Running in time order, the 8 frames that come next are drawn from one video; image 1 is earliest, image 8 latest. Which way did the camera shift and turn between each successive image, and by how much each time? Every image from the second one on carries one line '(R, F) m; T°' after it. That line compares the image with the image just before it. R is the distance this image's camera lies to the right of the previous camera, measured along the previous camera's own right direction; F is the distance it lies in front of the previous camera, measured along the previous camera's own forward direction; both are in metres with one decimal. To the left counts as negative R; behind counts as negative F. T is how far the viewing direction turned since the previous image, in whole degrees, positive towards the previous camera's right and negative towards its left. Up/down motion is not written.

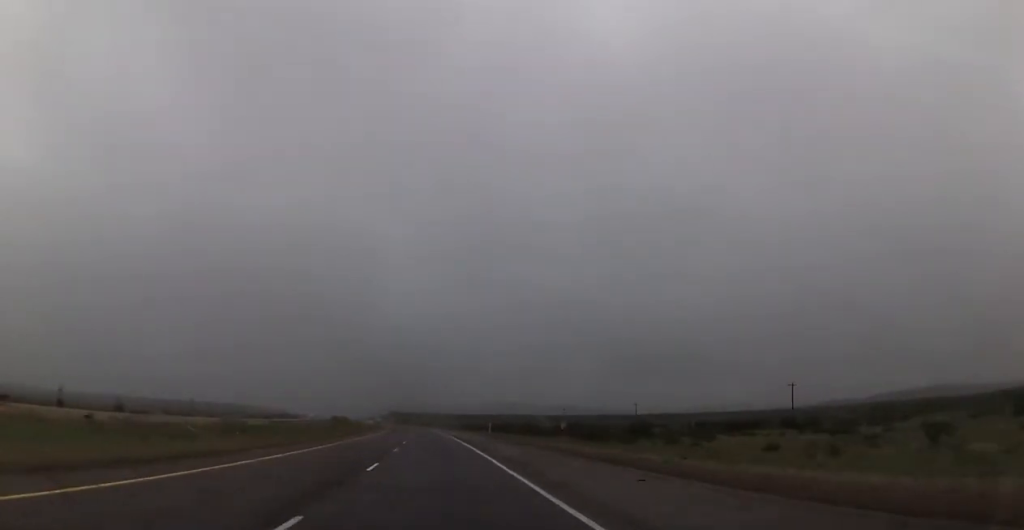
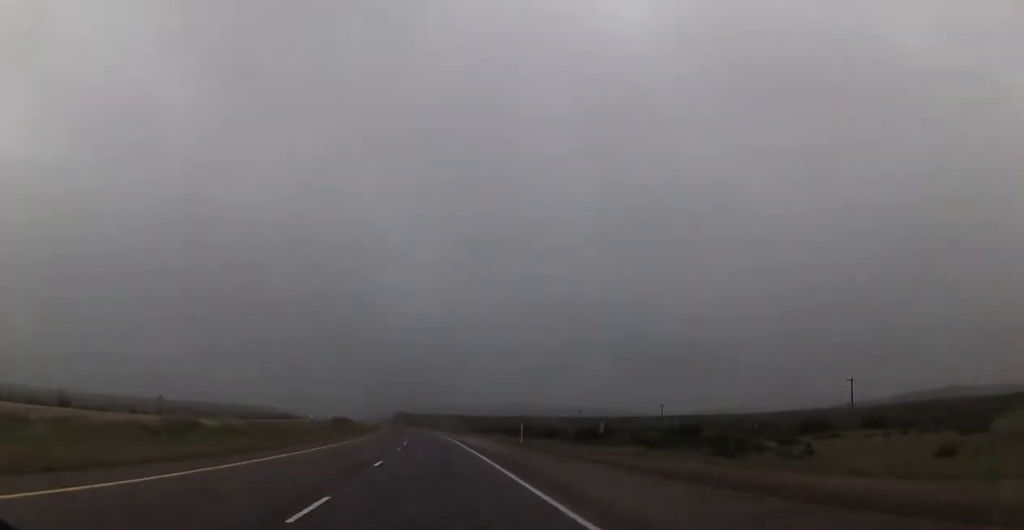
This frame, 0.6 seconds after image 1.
(0.0, +21.9) m; 0°
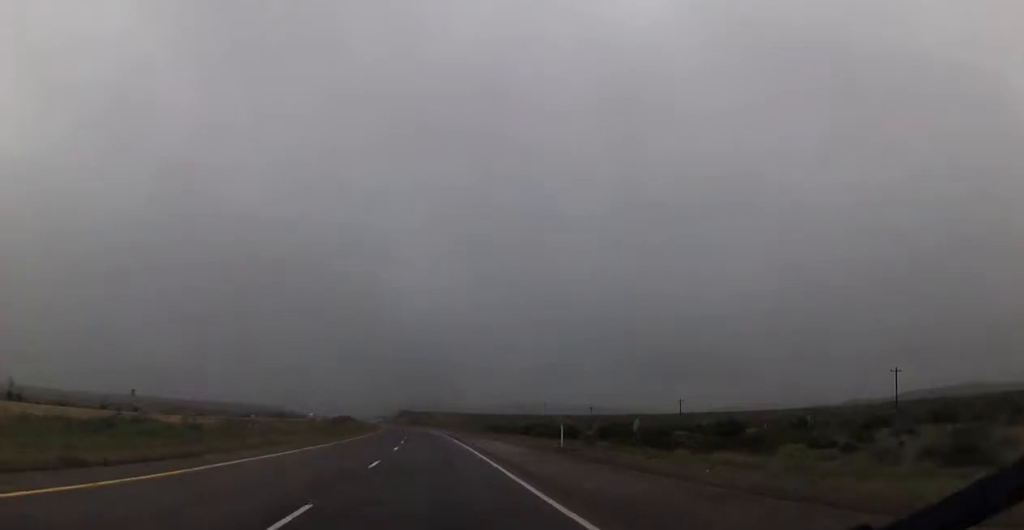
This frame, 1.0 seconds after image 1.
(0.0, +13.8) m; 0°
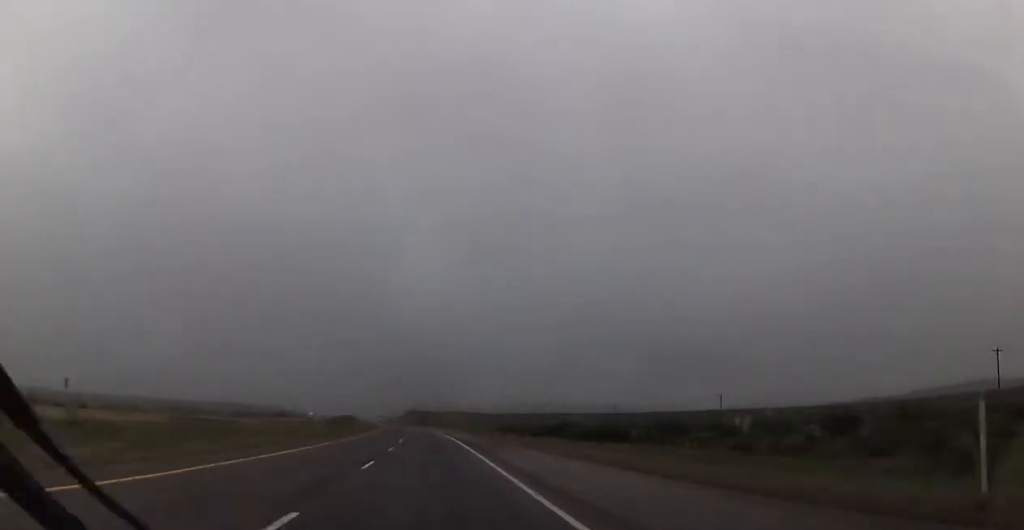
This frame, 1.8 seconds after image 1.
(-0.1, +25.2) m; -1°
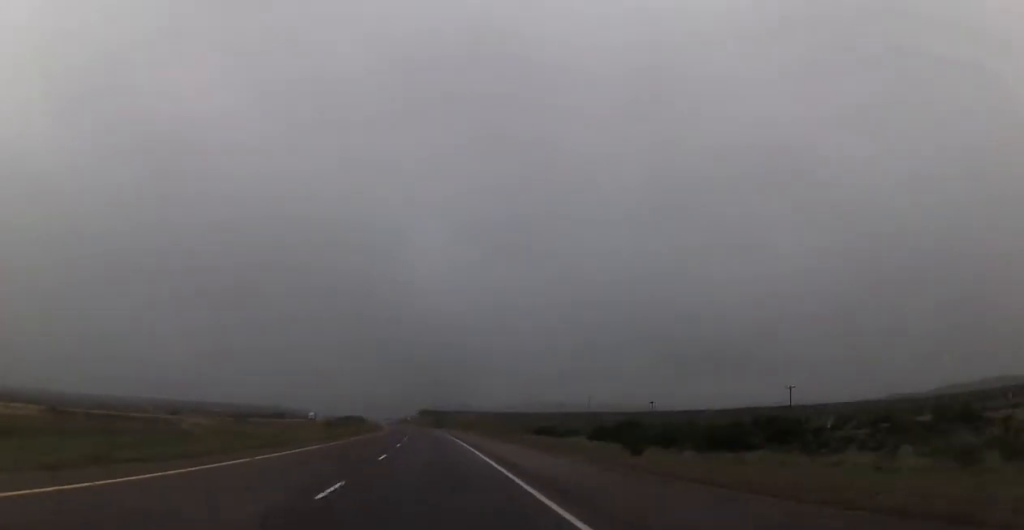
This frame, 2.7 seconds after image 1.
(-0.6, +32.0) m; -2°
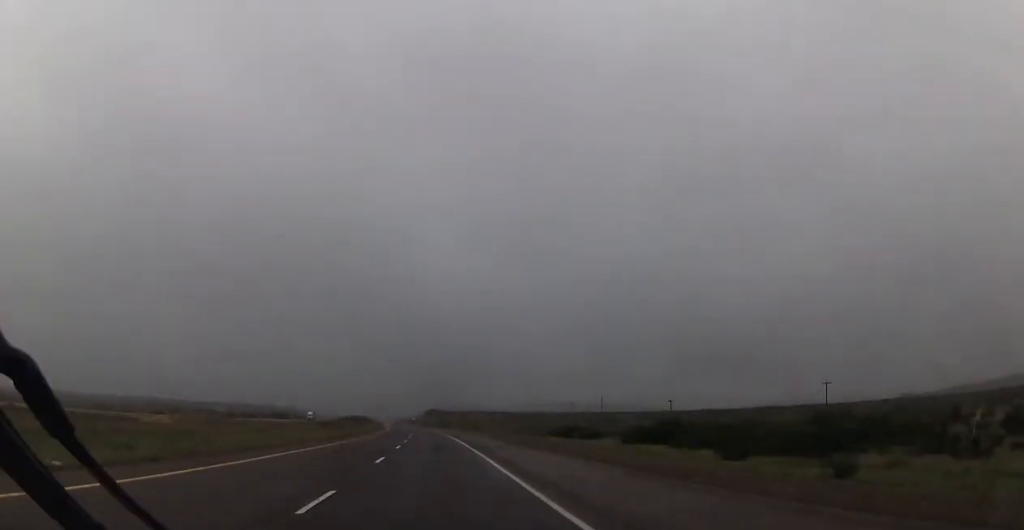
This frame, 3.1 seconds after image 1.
(-0.2, +13.7) m; 0°
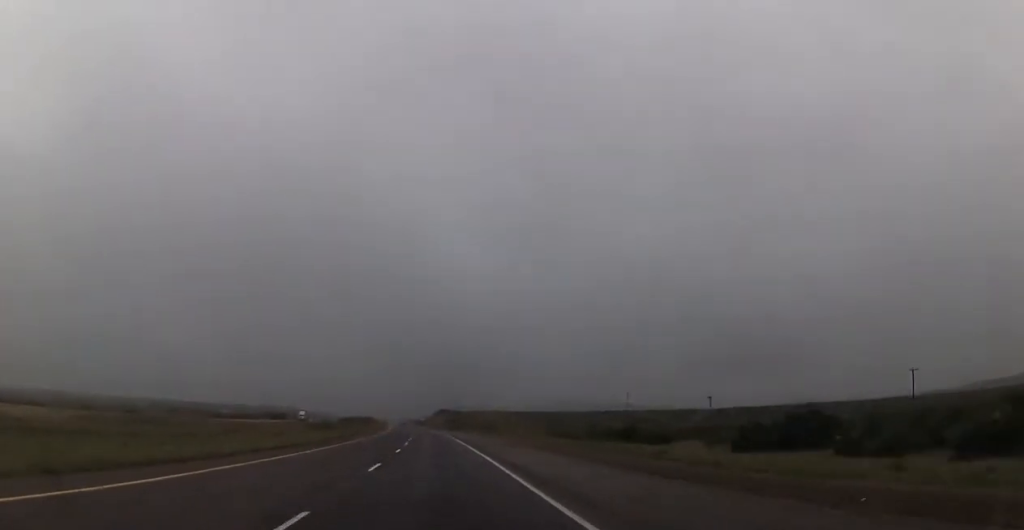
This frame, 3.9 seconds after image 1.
(-0.3, +27.5) m; -1°
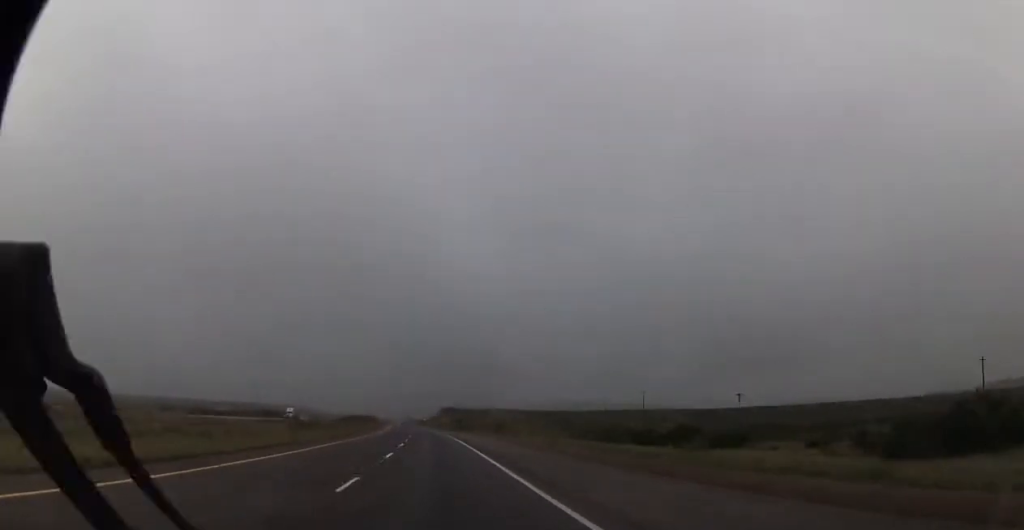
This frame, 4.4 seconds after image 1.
(0.0, +18.3) m; 0°
